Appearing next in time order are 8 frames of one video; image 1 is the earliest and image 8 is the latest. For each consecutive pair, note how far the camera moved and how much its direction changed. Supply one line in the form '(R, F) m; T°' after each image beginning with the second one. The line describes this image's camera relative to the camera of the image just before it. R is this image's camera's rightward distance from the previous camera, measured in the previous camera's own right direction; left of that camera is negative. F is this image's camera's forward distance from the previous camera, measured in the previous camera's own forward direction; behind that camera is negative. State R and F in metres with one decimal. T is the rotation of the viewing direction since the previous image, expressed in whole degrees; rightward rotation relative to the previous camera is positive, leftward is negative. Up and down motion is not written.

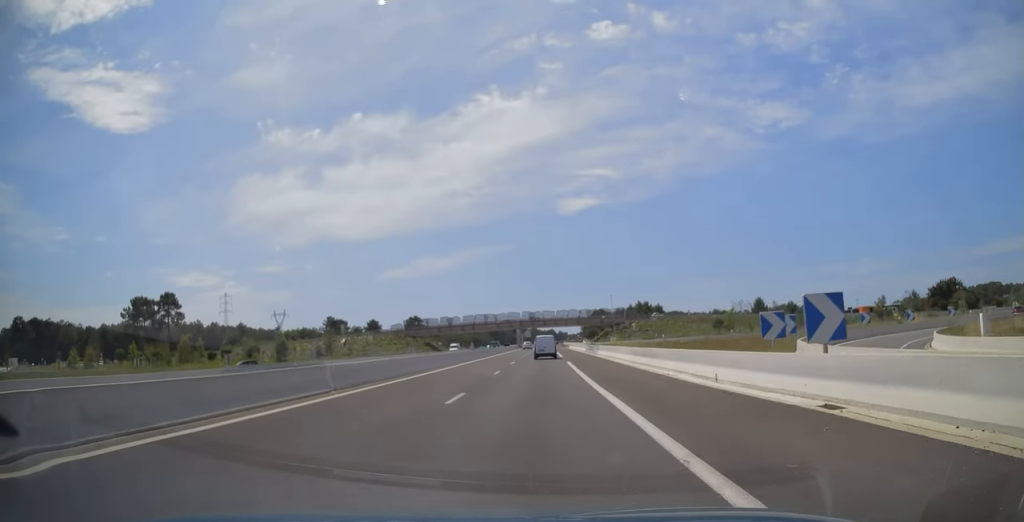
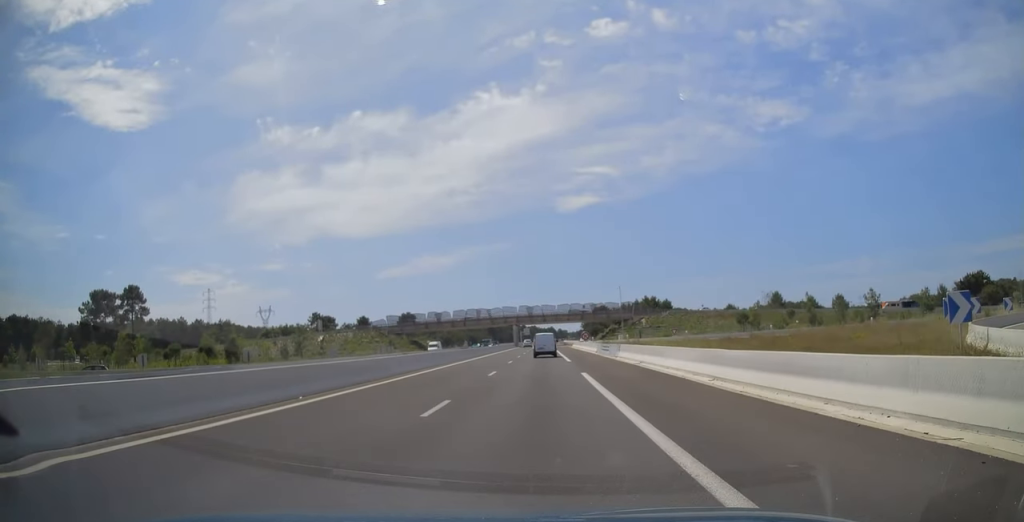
(-0.1, +15.4) m; 0°
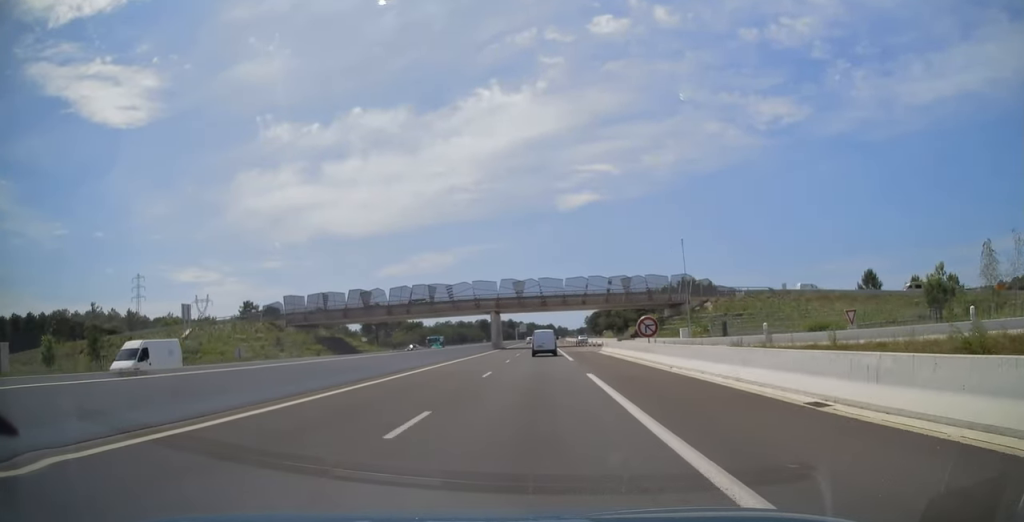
(+0.3, +54.7) m; +1°
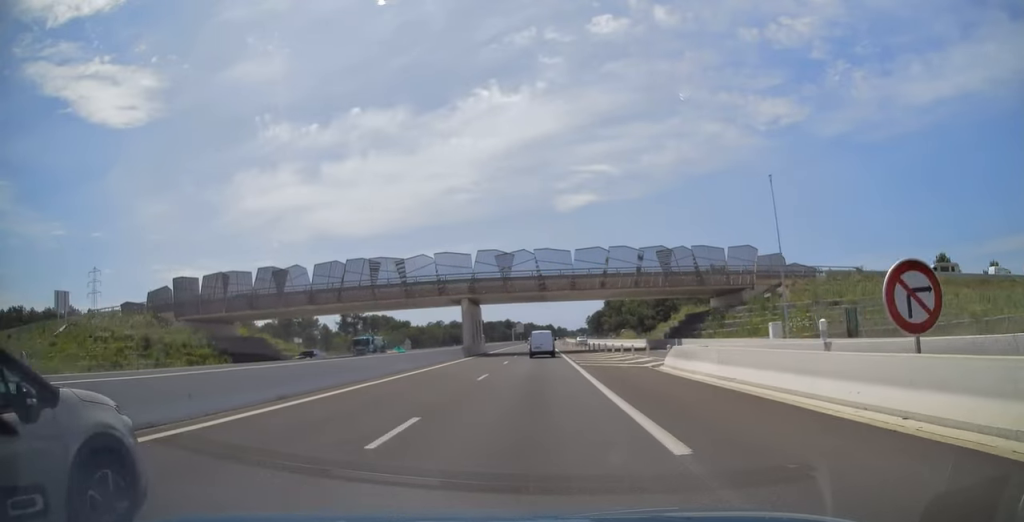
(0.0, +26.7) m; 0°
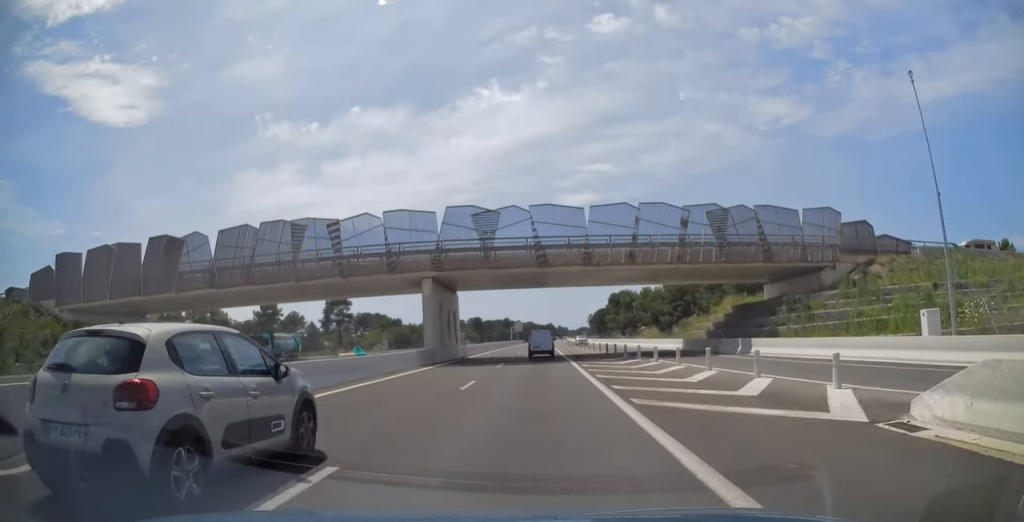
(0.0, +17.2) m; 0°
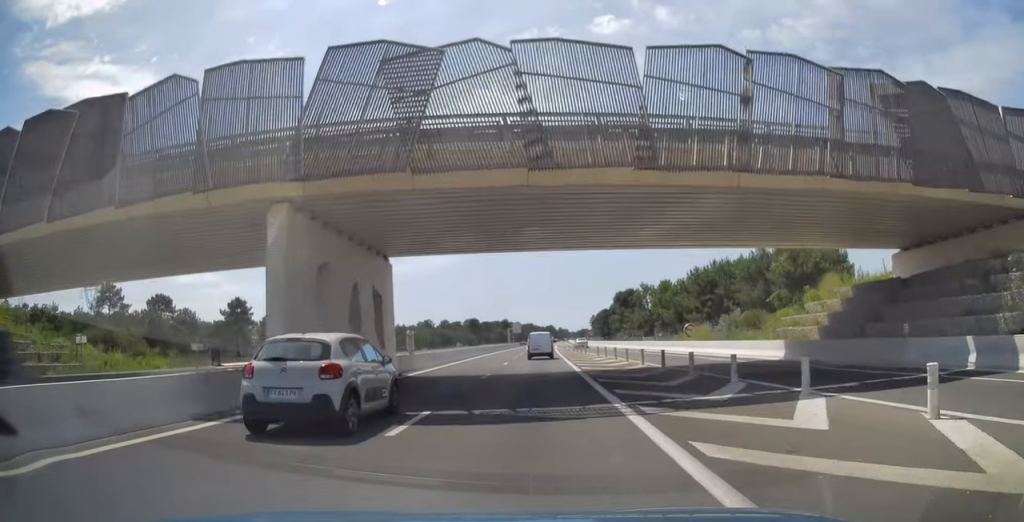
(0.0, +20.7) m; +1°
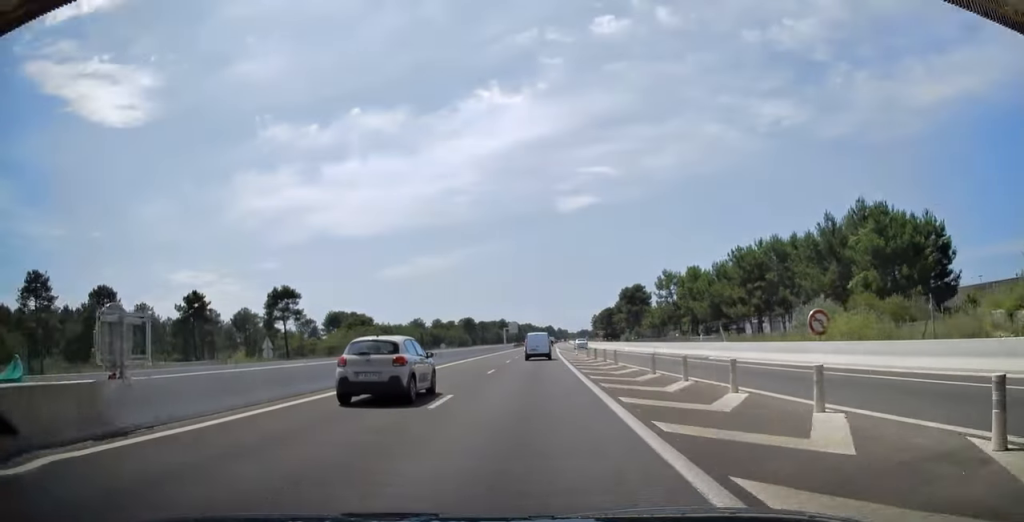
(+0.4, +22.2) m; 0°
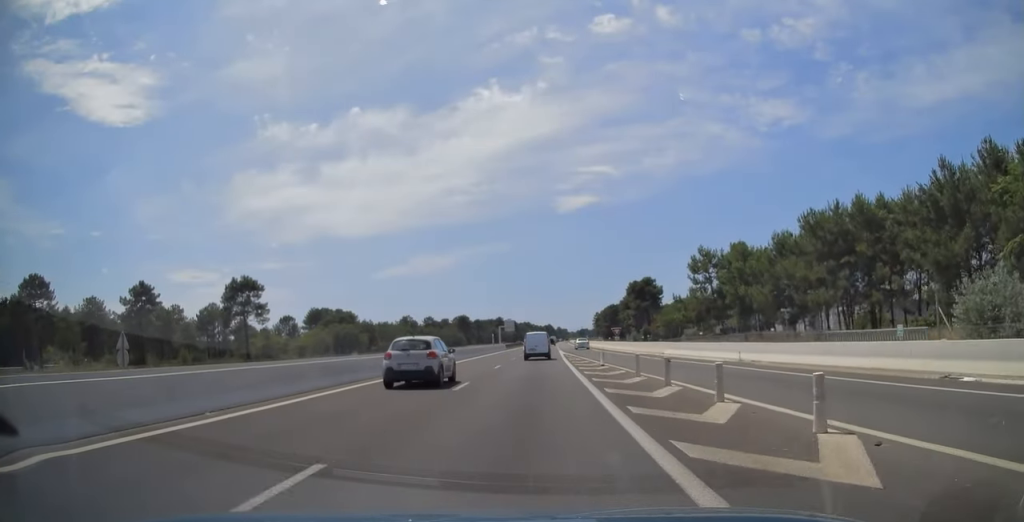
(-0.4, +21.7) m; -1°
